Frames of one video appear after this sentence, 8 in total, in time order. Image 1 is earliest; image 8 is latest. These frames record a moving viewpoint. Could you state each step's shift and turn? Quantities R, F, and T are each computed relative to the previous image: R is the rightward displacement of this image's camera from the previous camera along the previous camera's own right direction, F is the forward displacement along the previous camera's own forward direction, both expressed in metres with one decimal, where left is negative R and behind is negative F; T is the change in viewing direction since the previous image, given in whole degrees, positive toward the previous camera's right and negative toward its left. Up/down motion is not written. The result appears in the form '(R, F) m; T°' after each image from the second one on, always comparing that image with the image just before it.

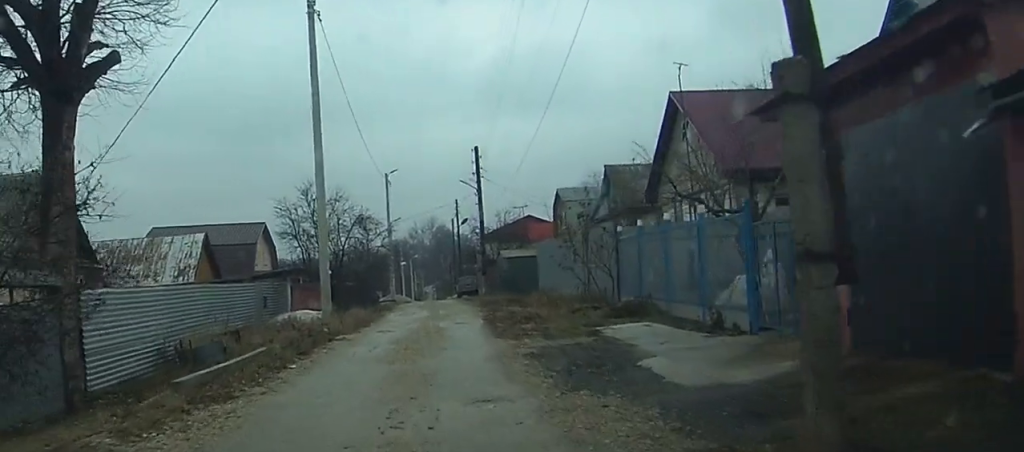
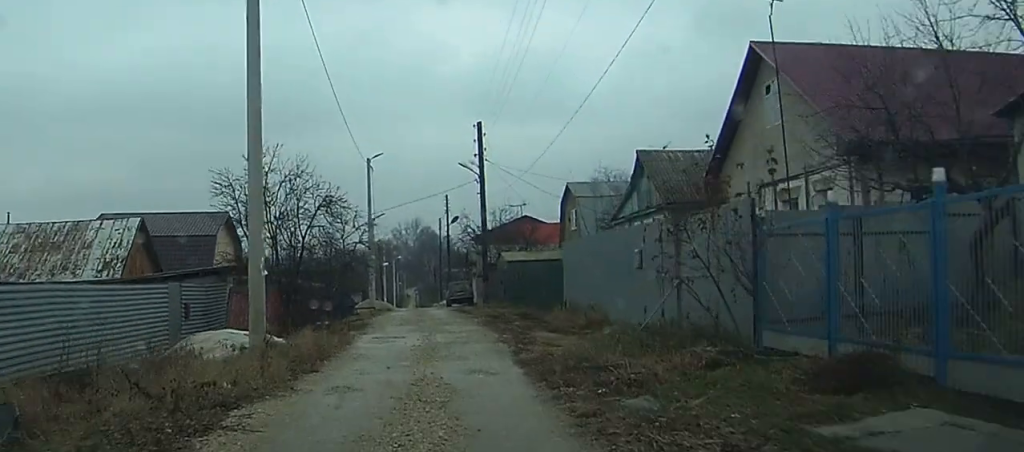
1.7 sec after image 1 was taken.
(+0.1, +8.7) m; +2°
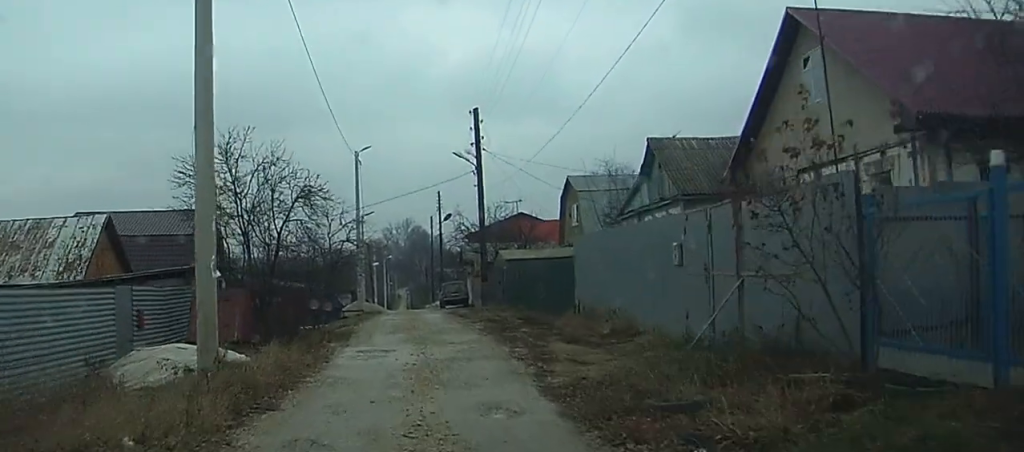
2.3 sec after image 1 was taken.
(0.0, +3.1) m; +1°
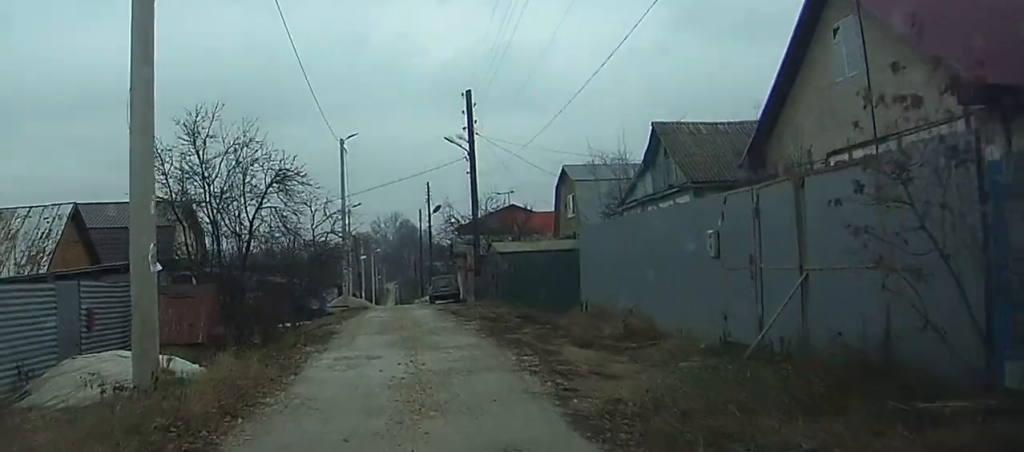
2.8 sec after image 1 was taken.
(0.0, +2.3) m; 0°
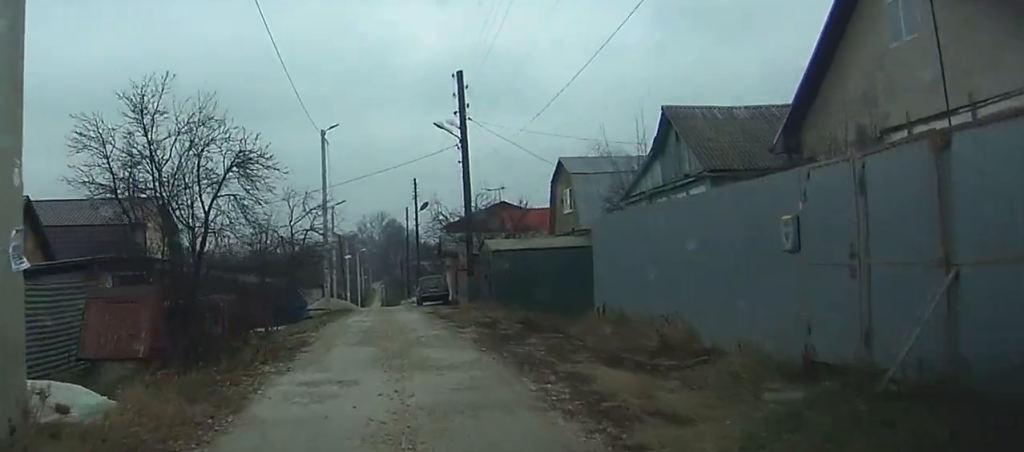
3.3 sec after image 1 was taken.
(0.0, +3.0) m; 0°
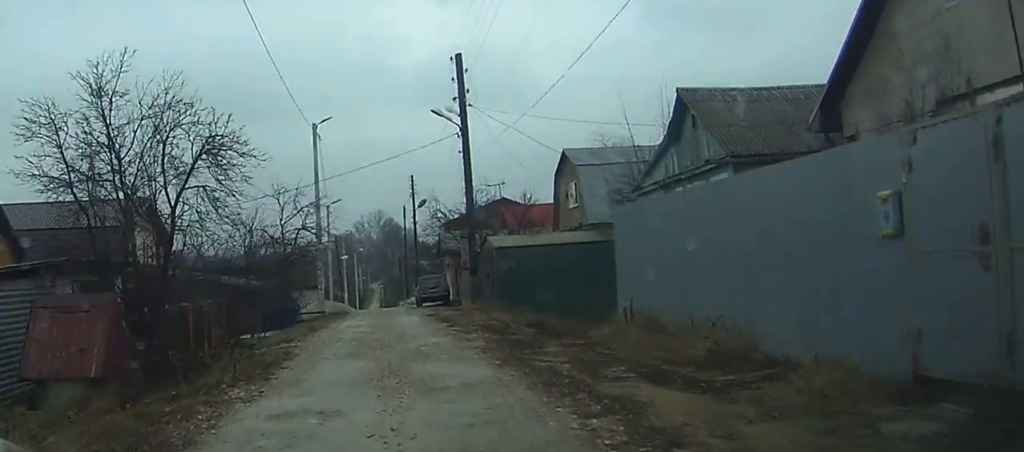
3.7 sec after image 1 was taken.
(0.0, +2.1) m; +1°
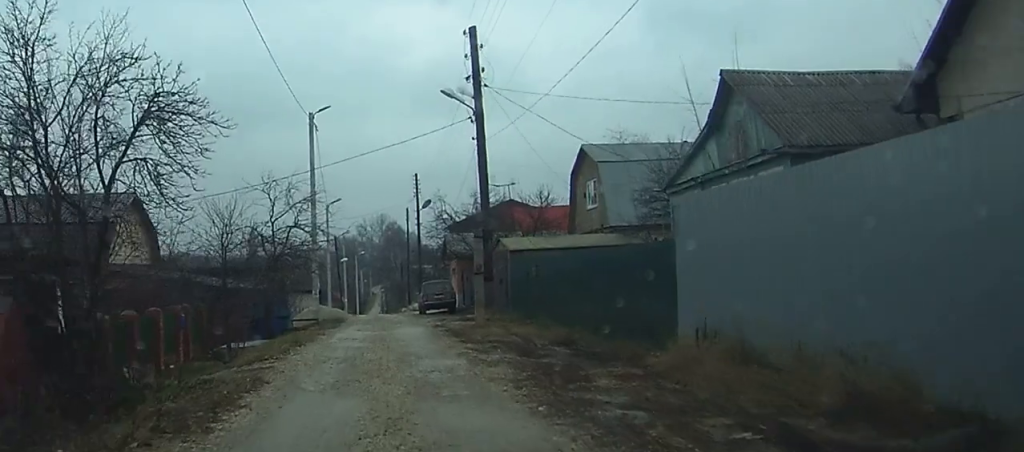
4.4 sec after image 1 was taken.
(0.0, +3.3) m; +1°
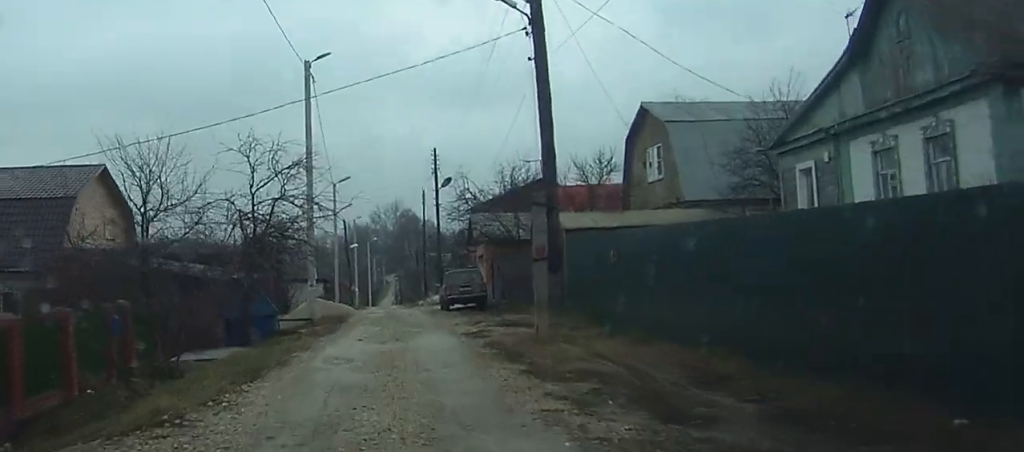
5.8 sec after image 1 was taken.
(+0.2, +7.3) m; +2°
